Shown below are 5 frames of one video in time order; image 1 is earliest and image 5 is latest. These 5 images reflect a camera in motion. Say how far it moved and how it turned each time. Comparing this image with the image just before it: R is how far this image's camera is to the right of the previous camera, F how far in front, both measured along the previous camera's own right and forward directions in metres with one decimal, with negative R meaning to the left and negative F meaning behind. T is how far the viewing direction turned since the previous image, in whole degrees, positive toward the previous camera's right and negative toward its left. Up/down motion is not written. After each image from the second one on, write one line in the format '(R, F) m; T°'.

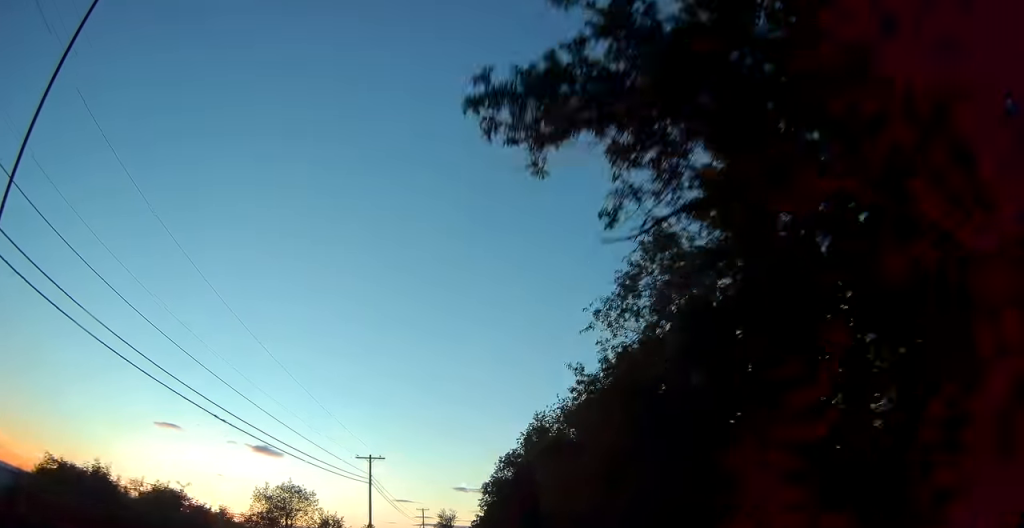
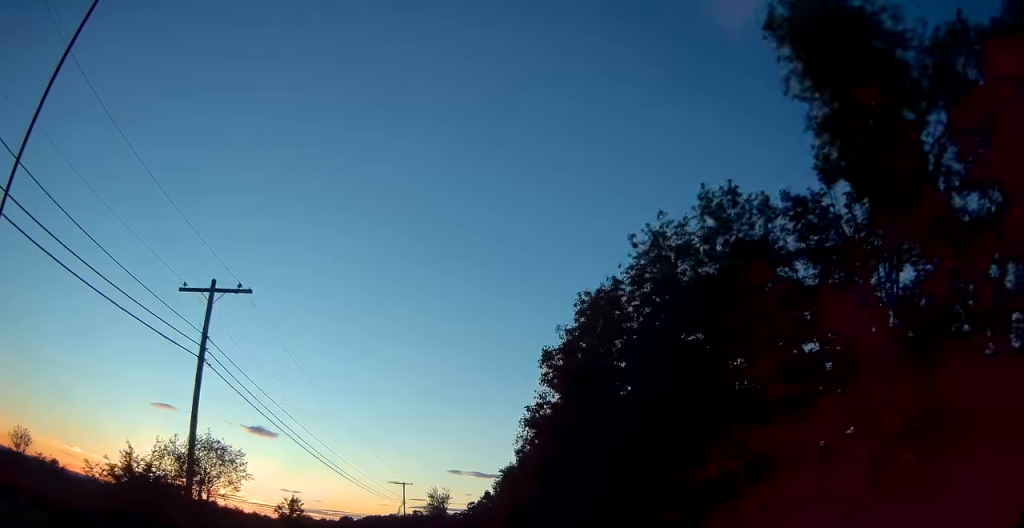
(+0.1, +31.9) m; +1°
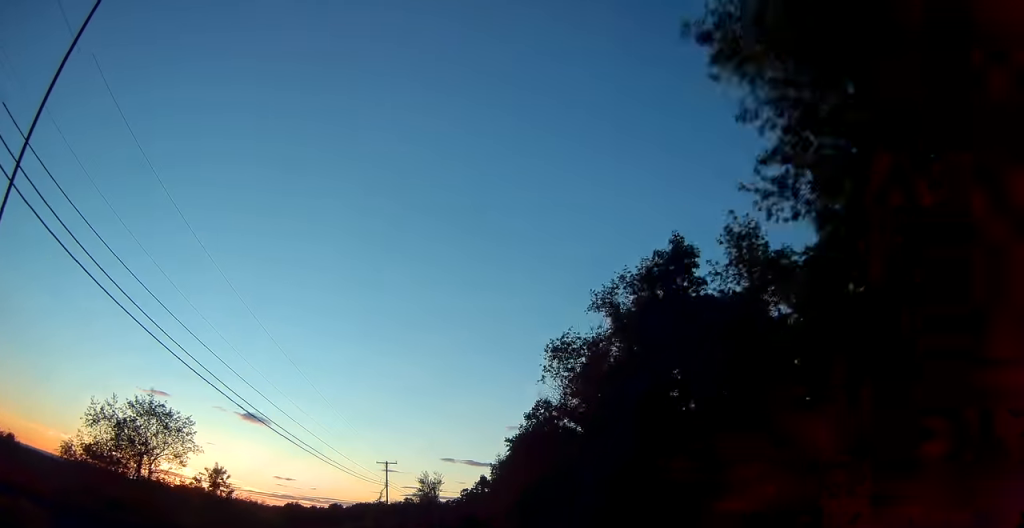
(-0.1, +12.2) m; +1°
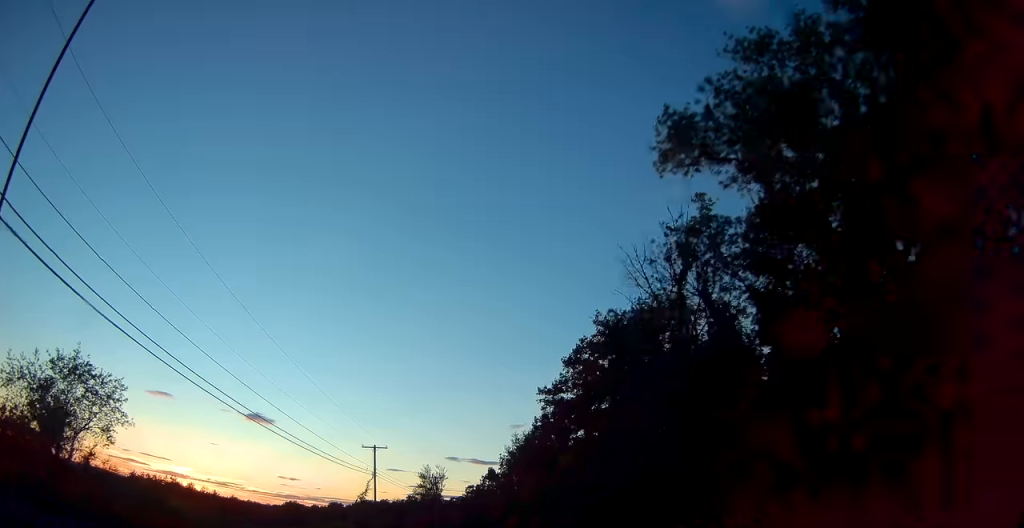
(+0.5, +13.3) m; 0°
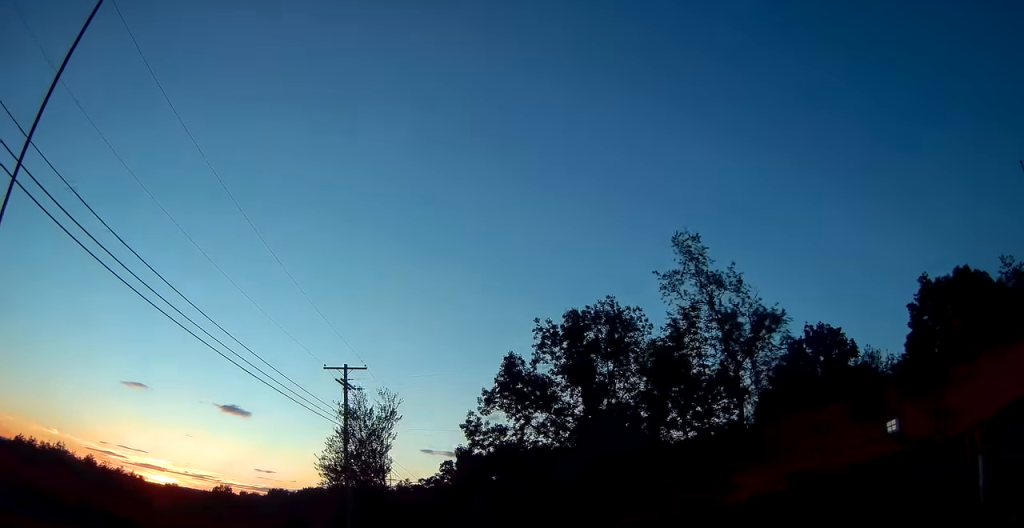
(+0.1, +68.6) m; +2°
